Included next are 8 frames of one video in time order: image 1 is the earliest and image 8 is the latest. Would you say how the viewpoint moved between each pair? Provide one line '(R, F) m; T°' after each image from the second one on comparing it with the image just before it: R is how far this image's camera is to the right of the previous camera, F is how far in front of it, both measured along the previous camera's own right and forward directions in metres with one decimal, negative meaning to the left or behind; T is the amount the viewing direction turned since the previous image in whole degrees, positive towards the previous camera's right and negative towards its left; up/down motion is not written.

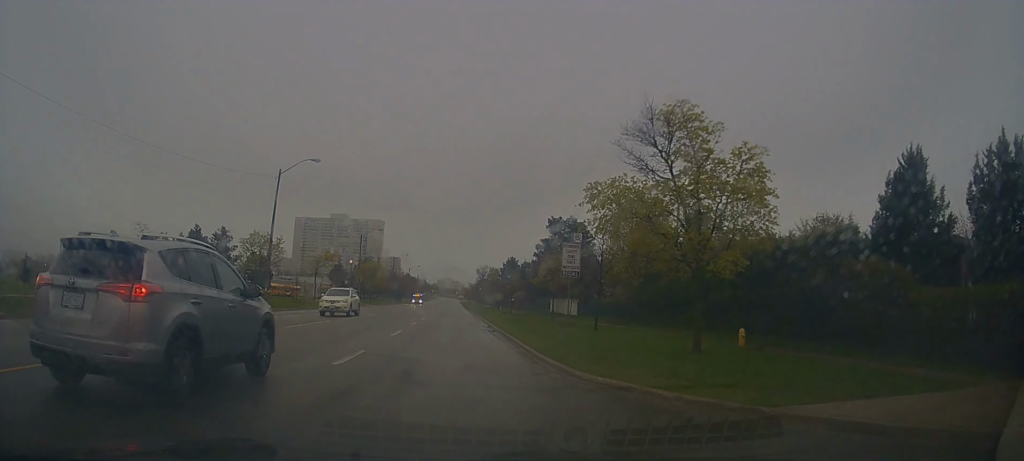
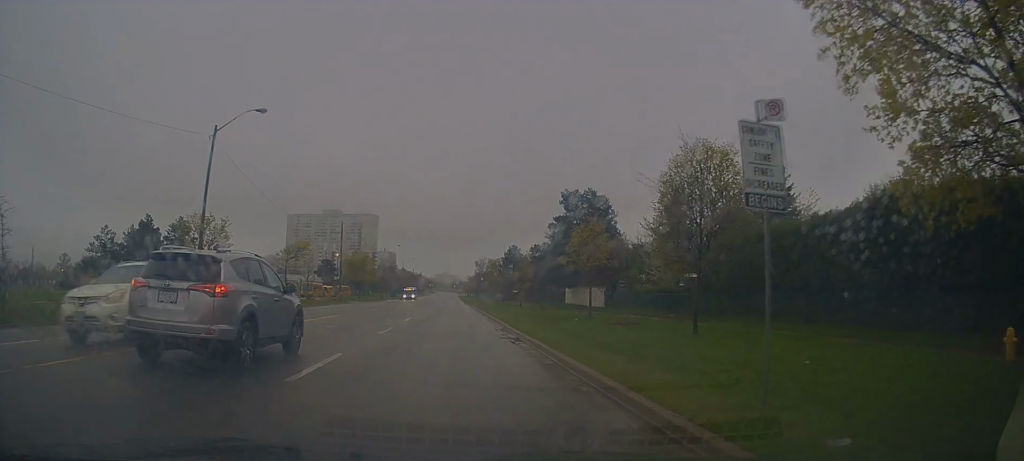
(-0.2, +11.6) m; 0°
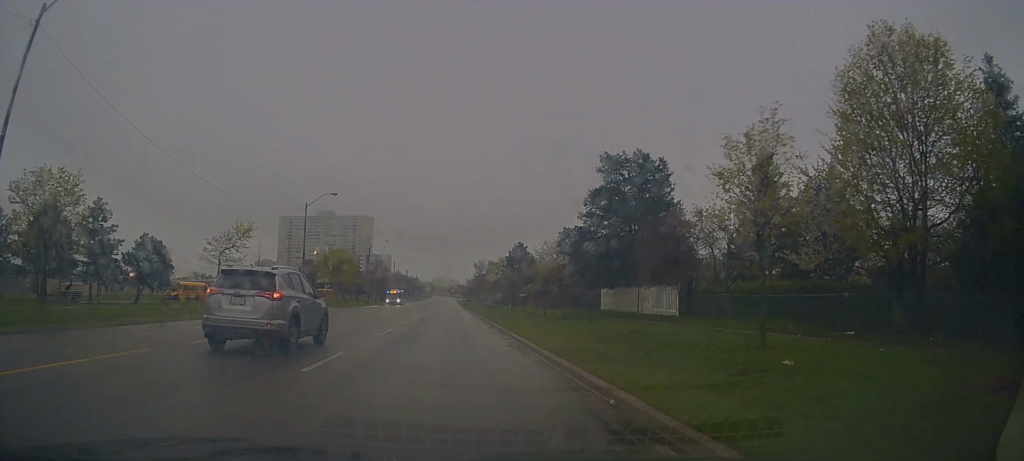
(+0.4, +16.9) m; +3°
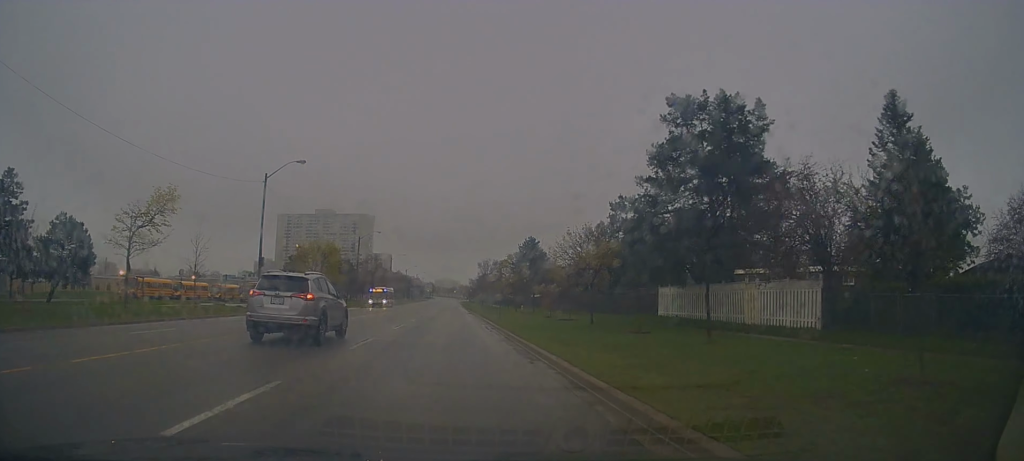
(+0.3, +14.1) m; -1°
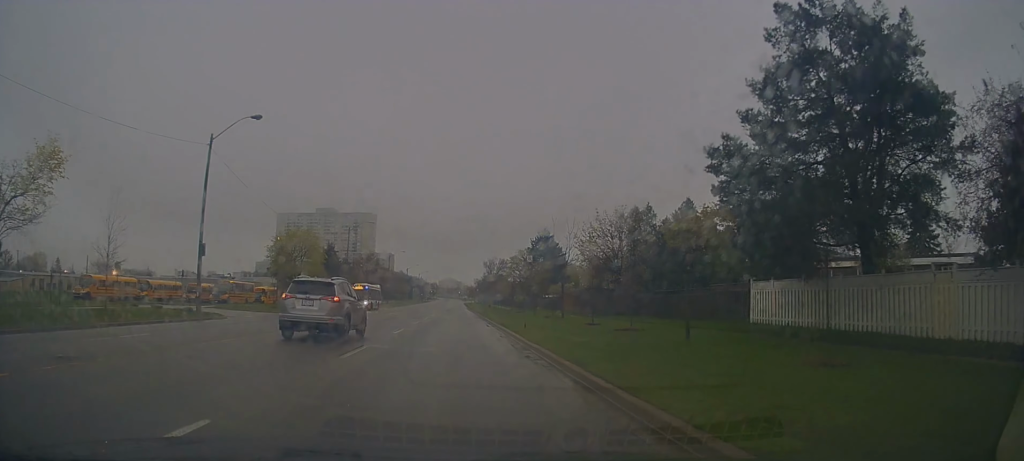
(-0.4, +11.6) m; -2°
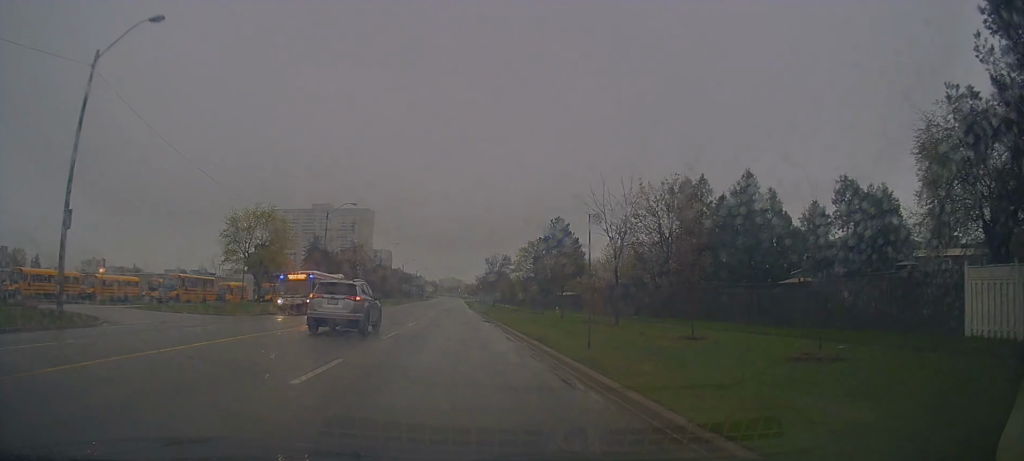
(-0.2, +13.1) m; 0°
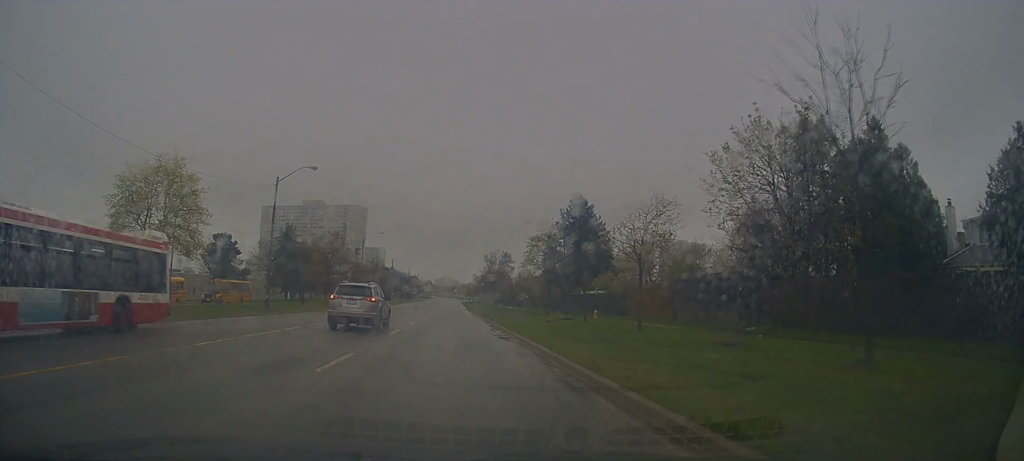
(+0.3, +17.0) m; +2°
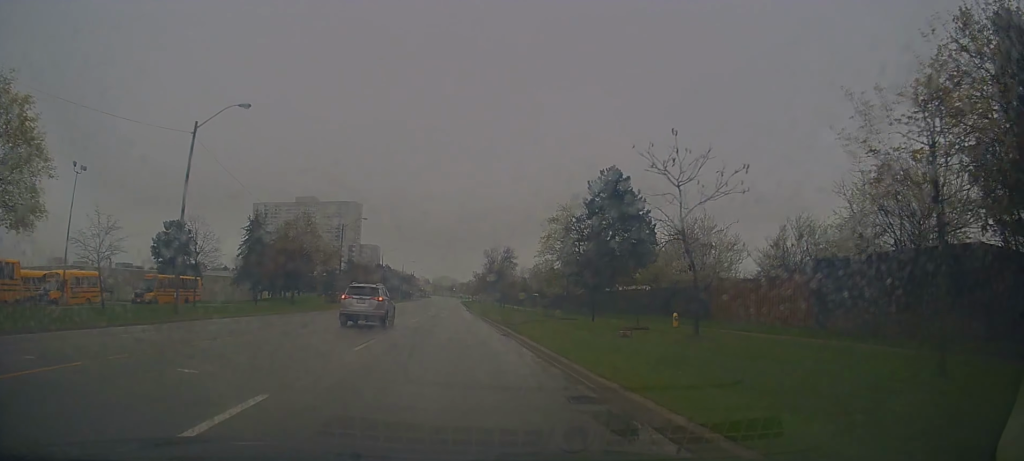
(+0.3, +15.1) m; +2°
